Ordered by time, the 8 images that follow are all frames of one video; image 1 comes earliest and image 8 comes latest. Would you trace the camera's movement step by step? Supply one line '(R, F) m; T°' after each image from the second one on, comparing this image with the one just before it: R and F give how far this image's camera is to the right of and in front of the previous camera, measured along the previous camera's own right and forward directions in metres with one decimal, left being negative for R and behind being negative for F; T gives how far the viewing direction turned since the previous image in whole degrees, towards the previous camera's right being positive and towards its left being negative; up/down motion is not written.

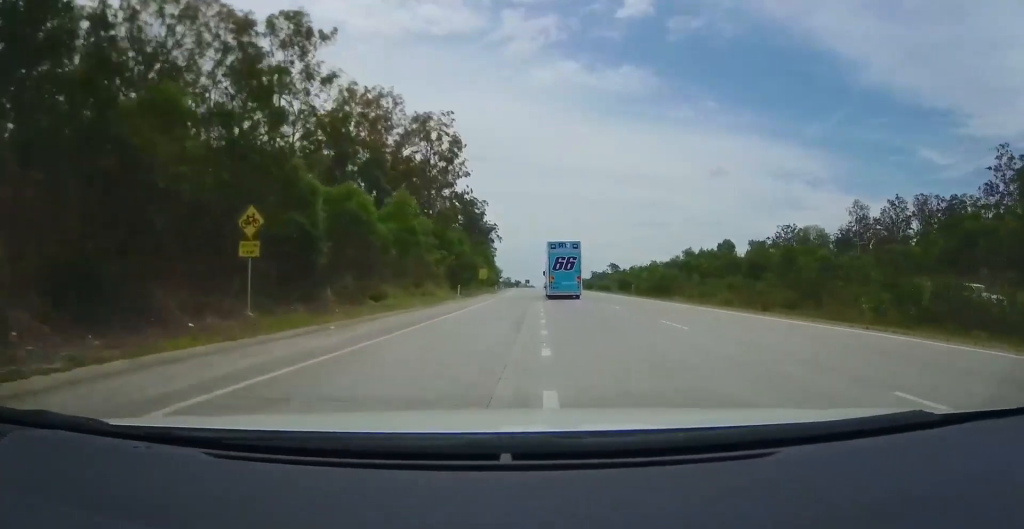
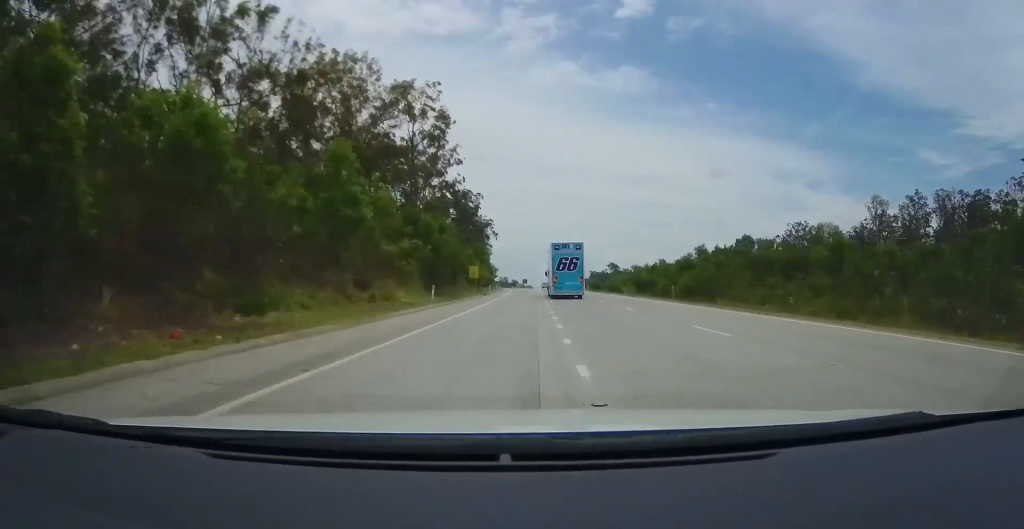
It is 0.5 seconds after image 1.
(-0.4, +13.5) m; 0°
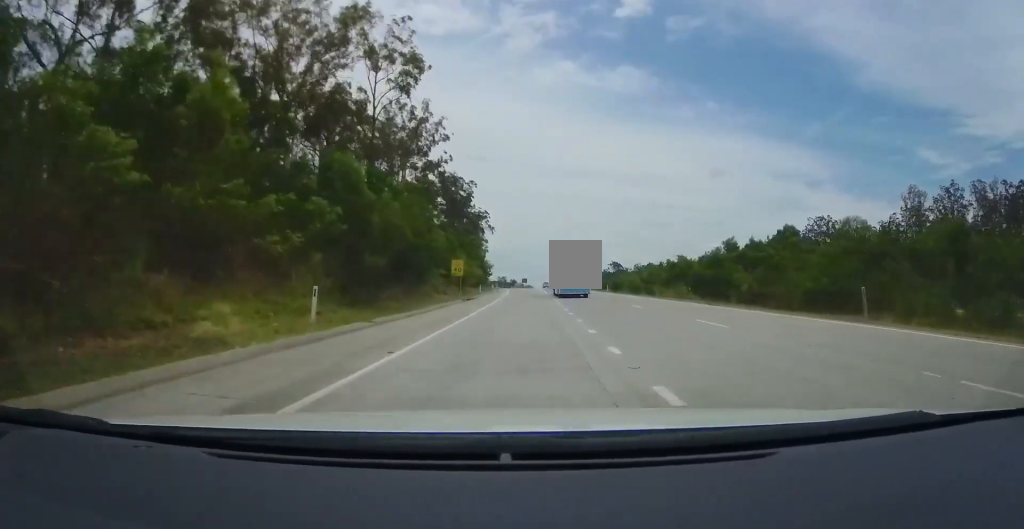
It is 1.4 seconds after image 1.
(+0.2, +21.4) m; +2°
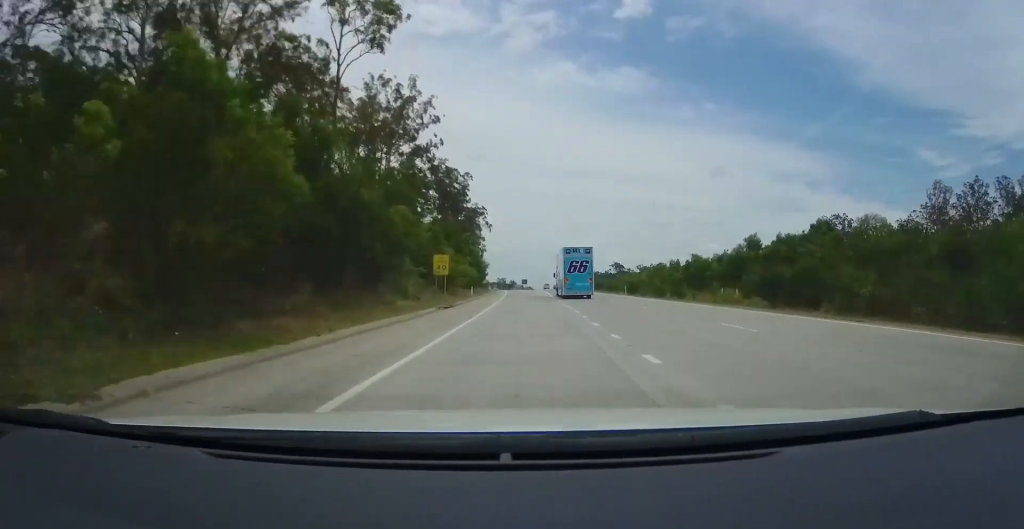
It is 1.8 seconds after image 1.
(+0.1, +12.1) m; +1°
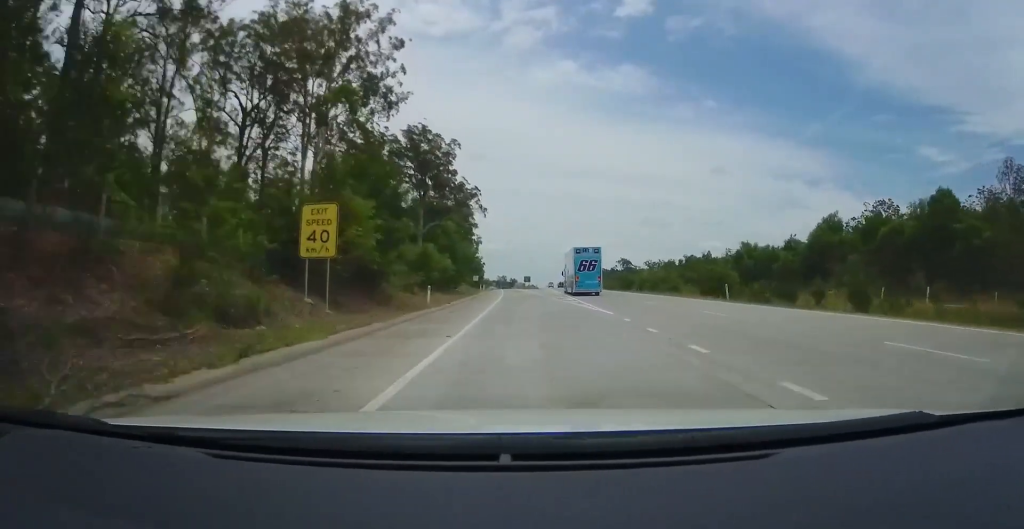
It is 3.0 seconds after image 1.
(+0.7, +30.0) m; +1°
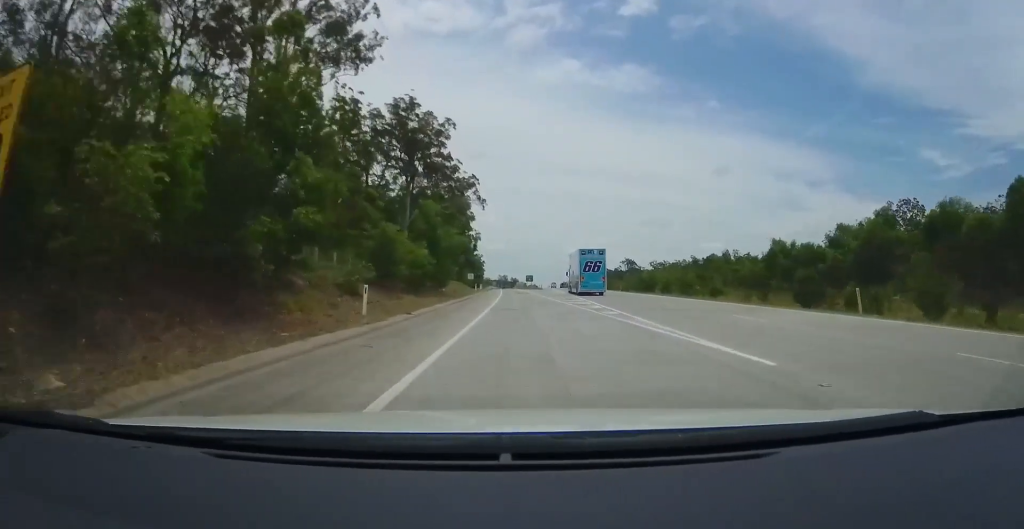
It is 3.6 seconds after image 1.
(-0.2, +13.9) m; -1°
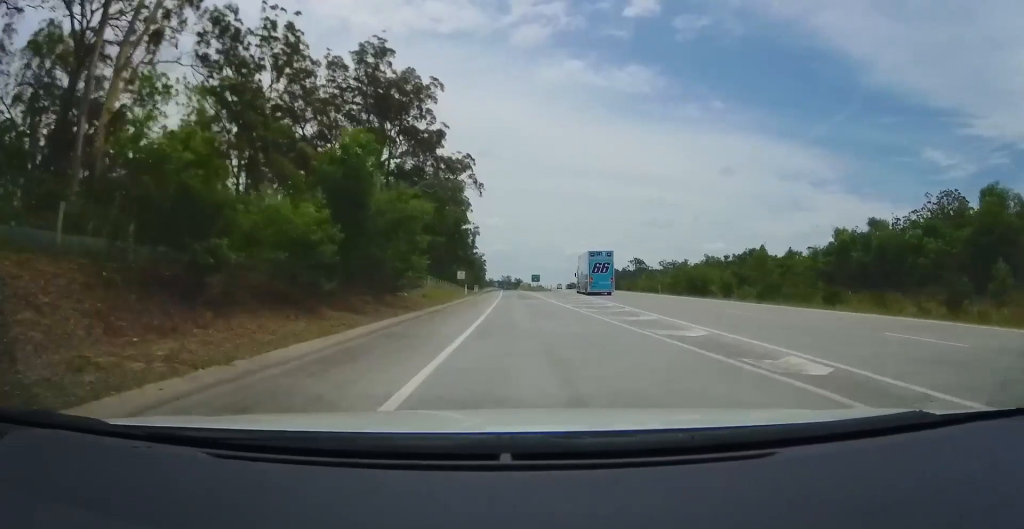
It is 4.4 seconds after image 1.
(0.0, +19.7) m; -1°
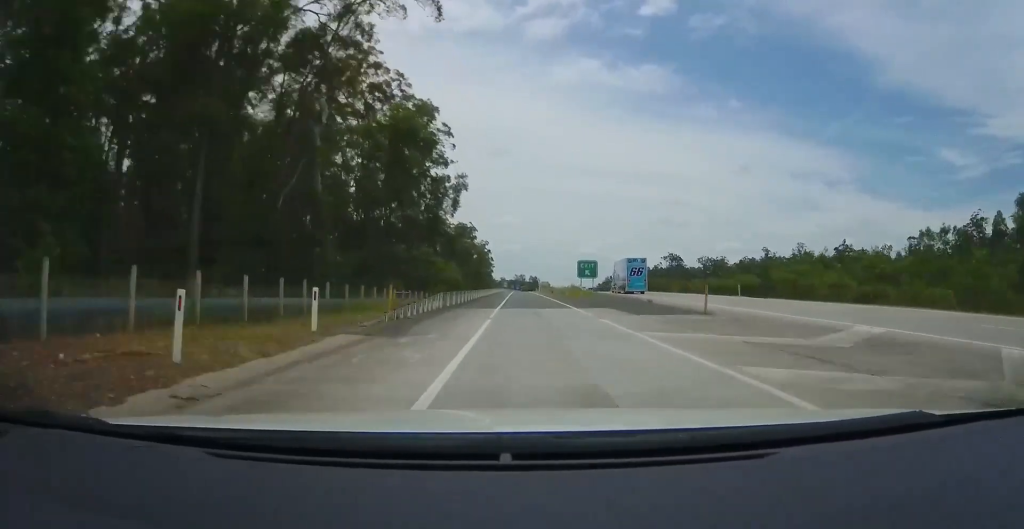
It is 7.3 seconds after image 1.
(-1.5, +69.0) m; -1°
